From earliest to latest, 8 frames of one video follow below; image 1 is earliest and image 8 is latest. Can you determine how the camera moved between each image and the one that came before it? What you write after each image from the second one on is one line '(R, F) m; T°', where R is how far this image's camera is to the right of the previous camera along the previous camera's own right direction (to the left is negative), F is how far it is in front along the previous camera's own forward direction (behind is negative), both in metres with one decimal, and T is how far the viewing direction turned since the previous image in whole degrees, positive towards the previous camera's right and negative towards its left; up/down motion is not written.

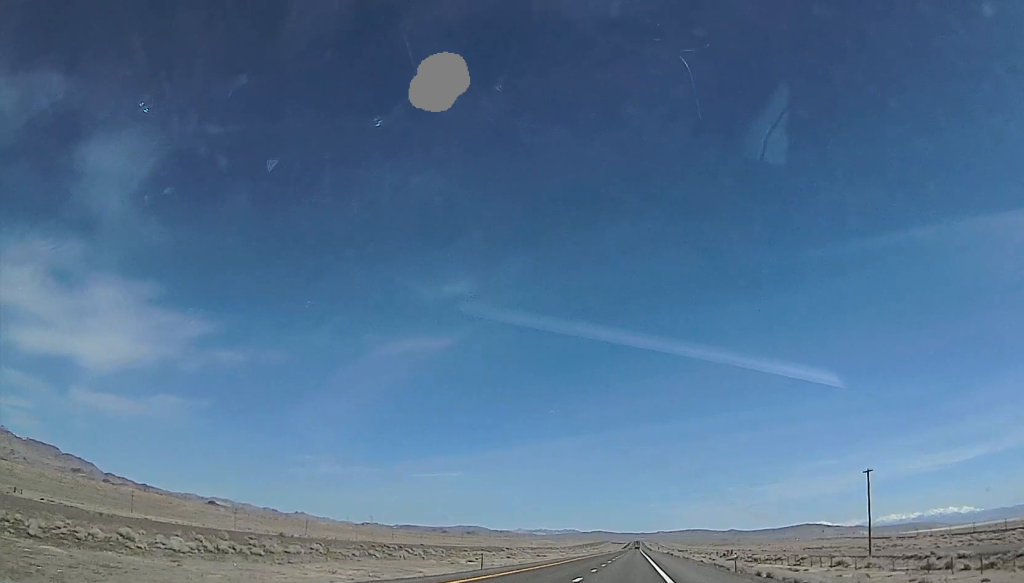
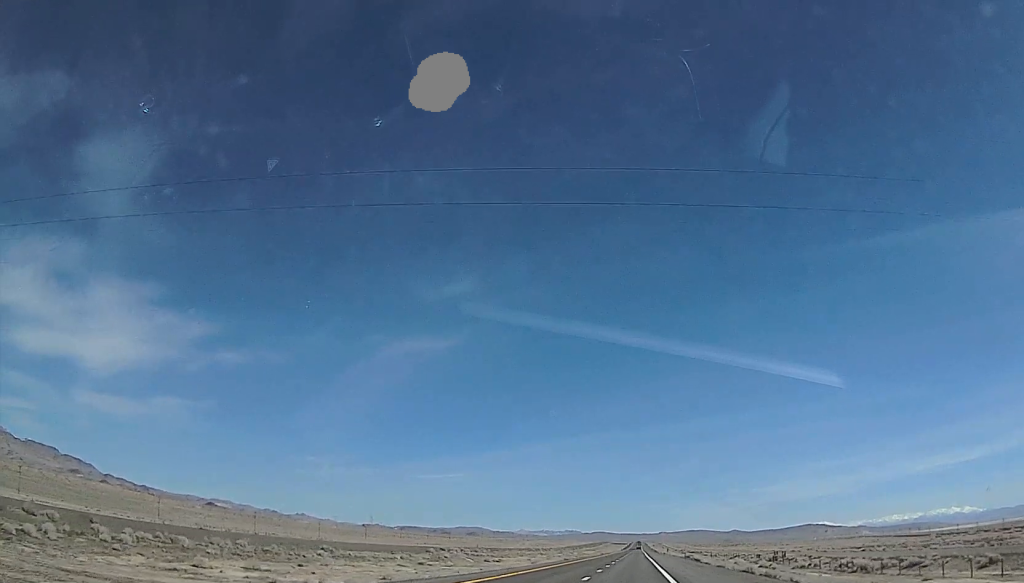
(+0.1, +71.6) m; 0°
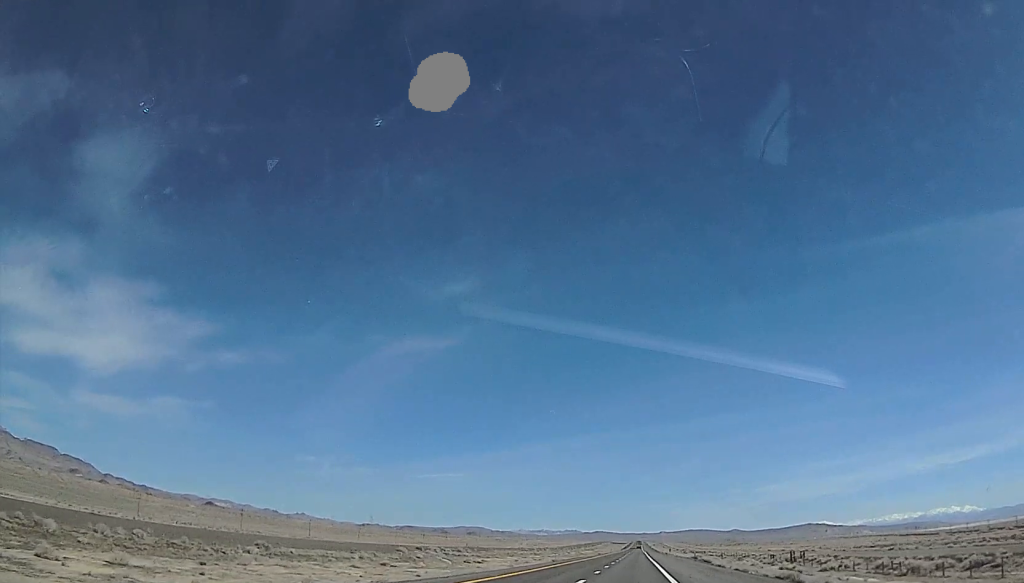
(0.0, +15.5) m; 0°
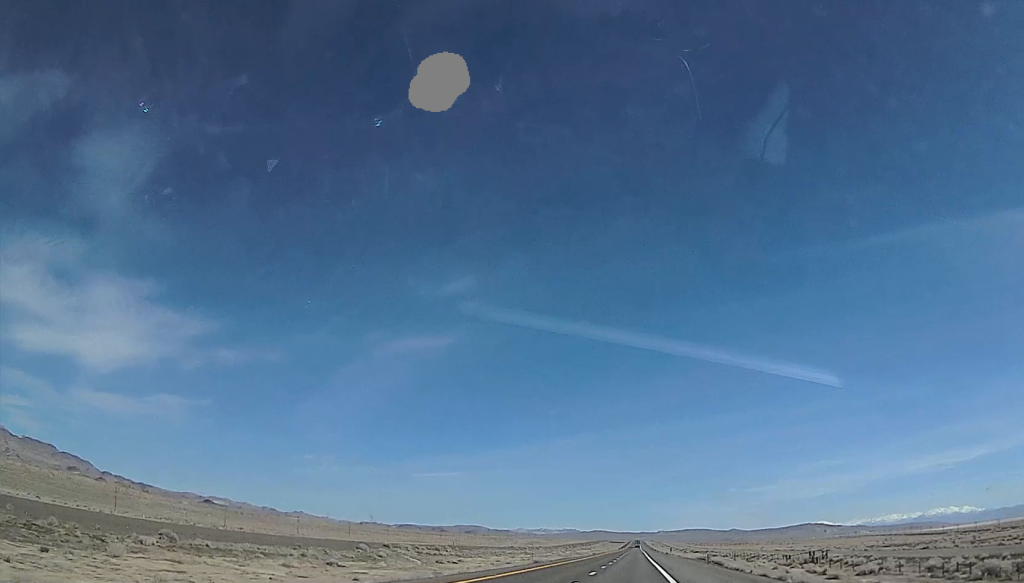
(0.0, +15.4) m; 0°
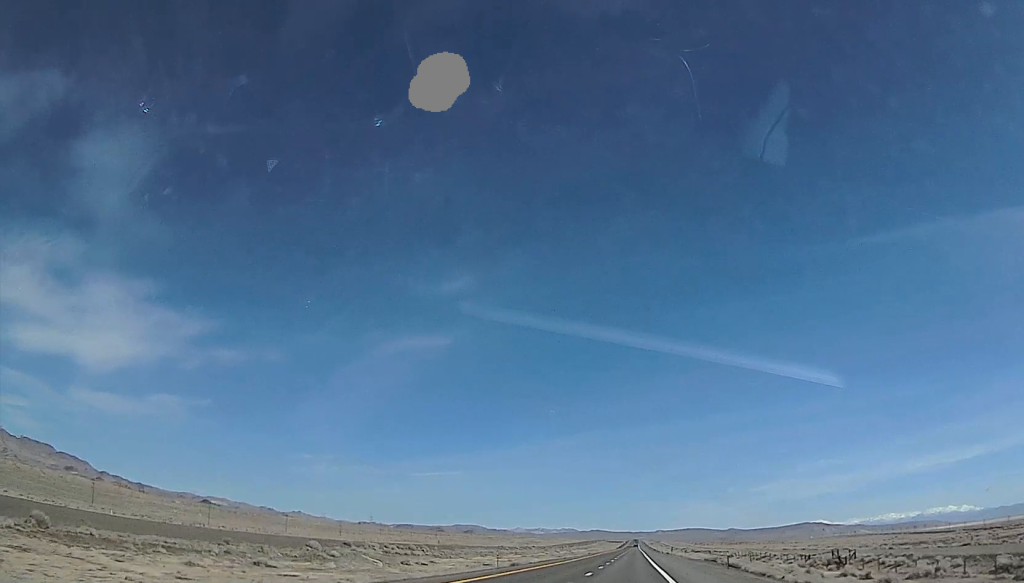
(+0.2, +14.4) m; 0°
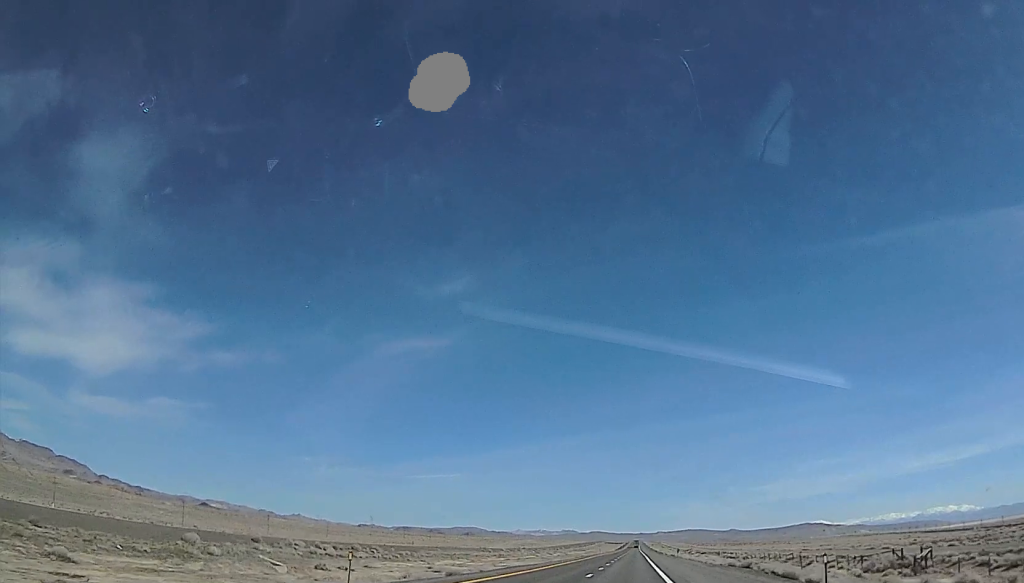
(-0.2, +24.0) m; -1°
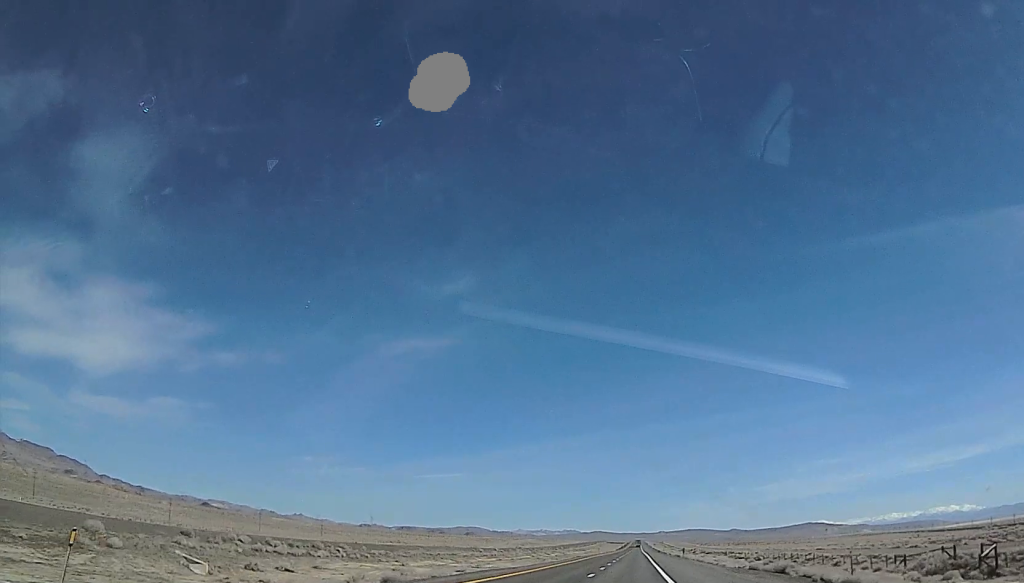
(0.0, +12.5) m; -1°
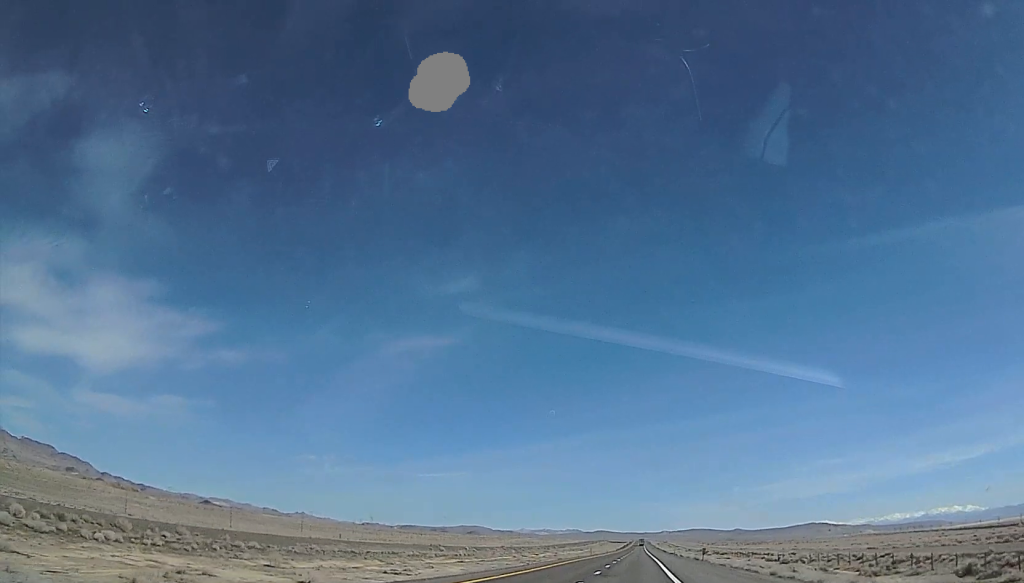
(-0.4, +35.4) m; 0°
